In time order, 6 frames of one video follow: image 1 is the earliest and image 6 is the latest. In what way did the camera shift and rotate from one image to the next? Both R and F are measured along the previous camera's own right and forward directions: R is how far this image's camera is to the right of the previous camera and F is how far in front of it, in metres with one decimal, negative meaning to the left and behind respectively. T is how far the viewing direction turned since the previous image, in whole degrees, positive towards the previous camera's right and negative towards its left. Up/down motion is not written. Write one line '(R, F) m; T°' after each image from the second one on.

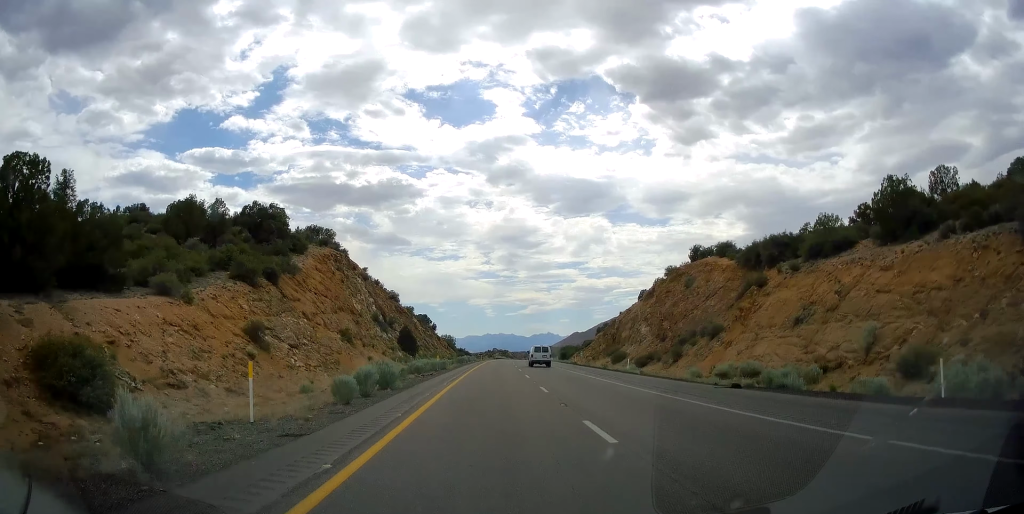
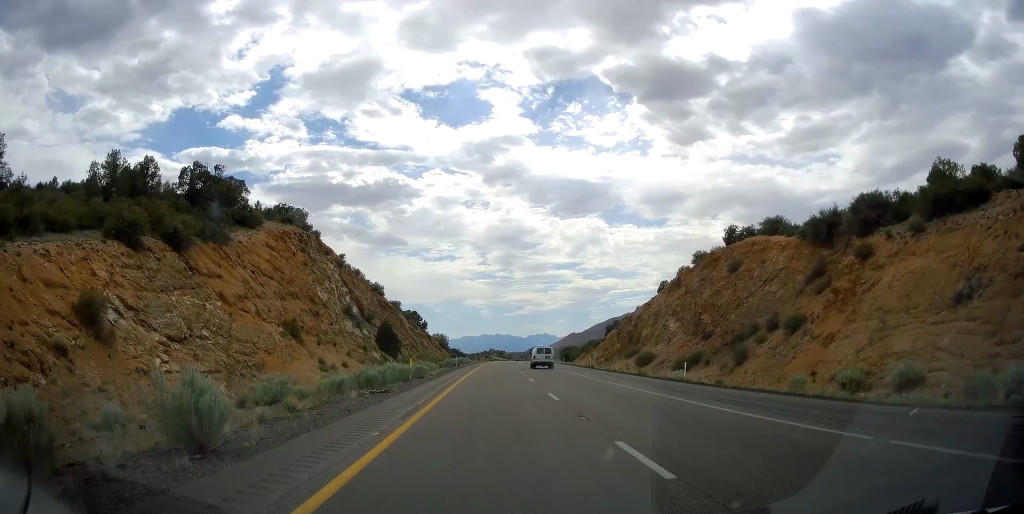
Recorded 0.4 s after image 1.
(0.0, +15.1) m; 0°
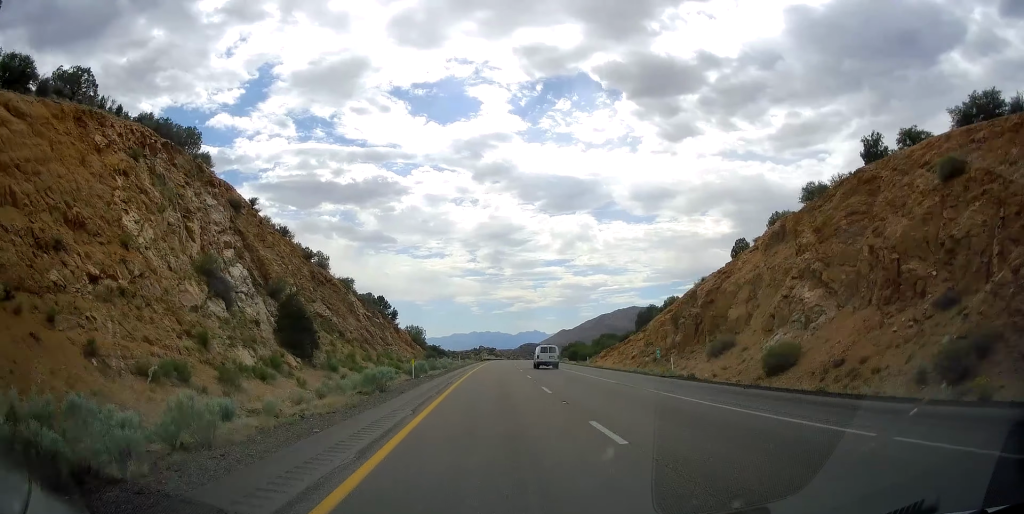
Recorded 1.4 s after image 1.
(+0.3, +33.7) m; +1°
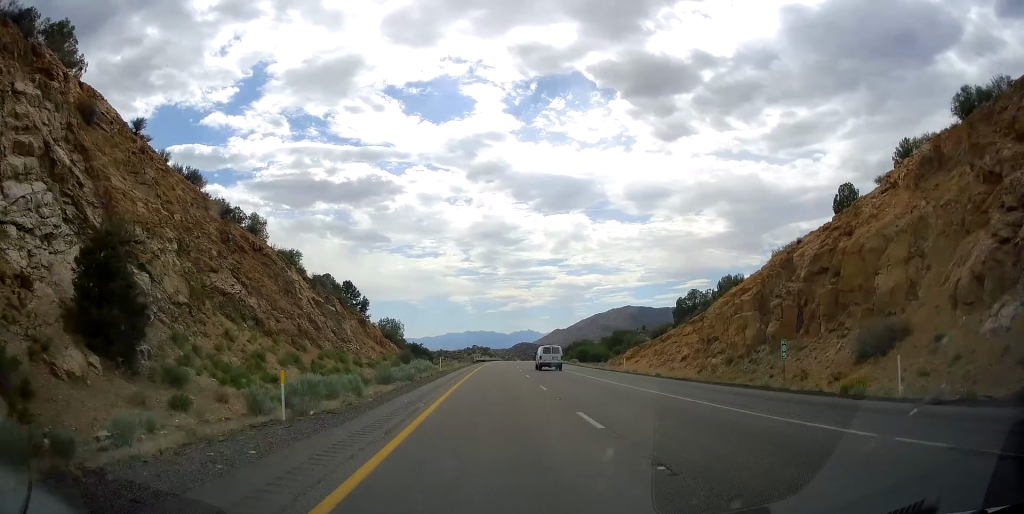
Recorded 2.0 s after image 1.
(+0.1, +22.1) m; 0°
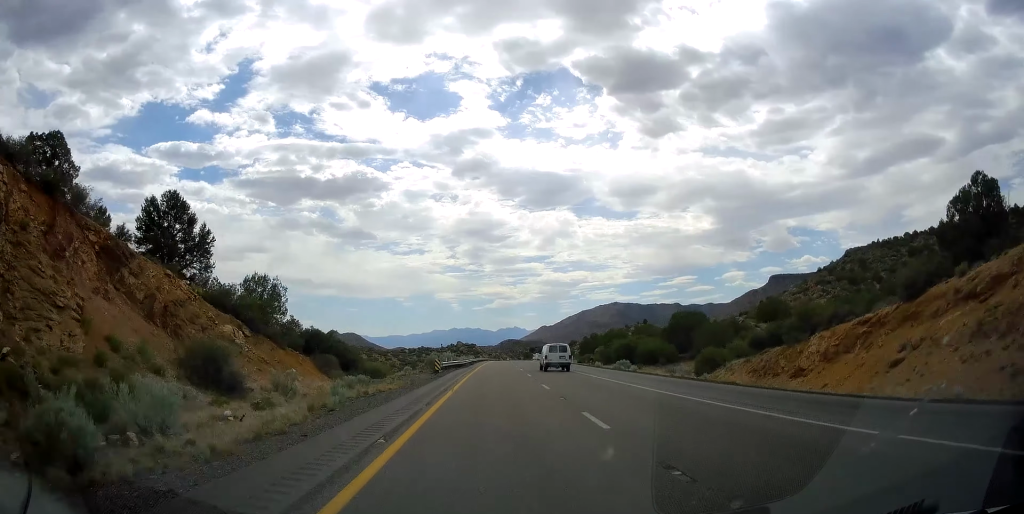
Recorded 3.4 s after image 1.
(+0.7, +48.8) m; +2°
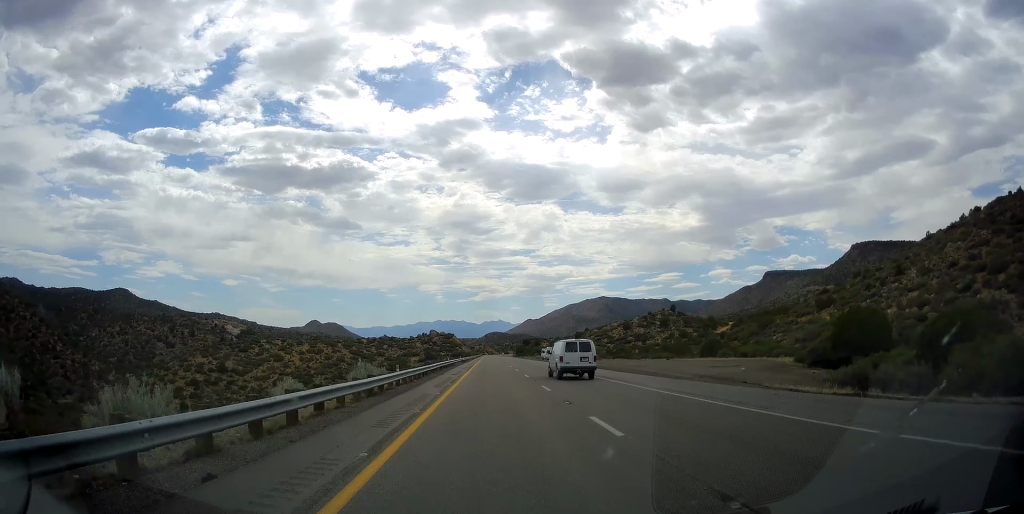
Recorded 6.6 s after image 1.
(+2.0, +110.8) m; +2°
